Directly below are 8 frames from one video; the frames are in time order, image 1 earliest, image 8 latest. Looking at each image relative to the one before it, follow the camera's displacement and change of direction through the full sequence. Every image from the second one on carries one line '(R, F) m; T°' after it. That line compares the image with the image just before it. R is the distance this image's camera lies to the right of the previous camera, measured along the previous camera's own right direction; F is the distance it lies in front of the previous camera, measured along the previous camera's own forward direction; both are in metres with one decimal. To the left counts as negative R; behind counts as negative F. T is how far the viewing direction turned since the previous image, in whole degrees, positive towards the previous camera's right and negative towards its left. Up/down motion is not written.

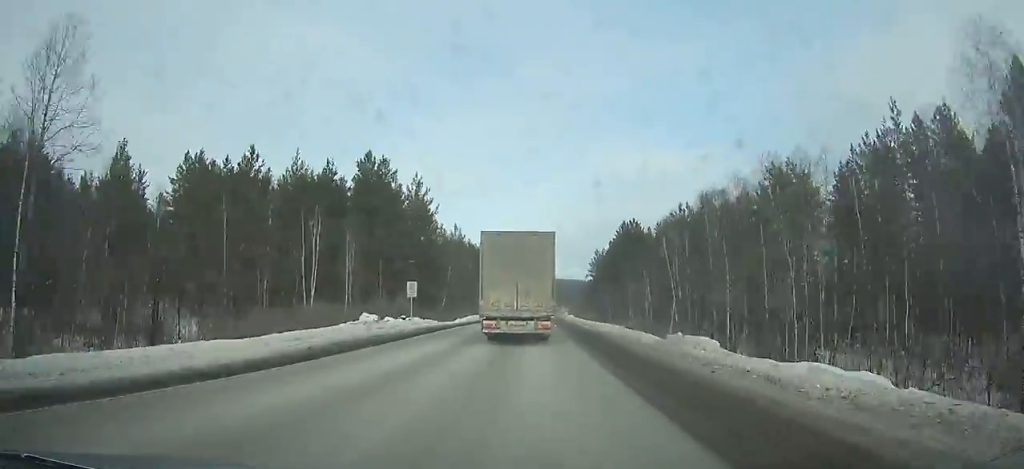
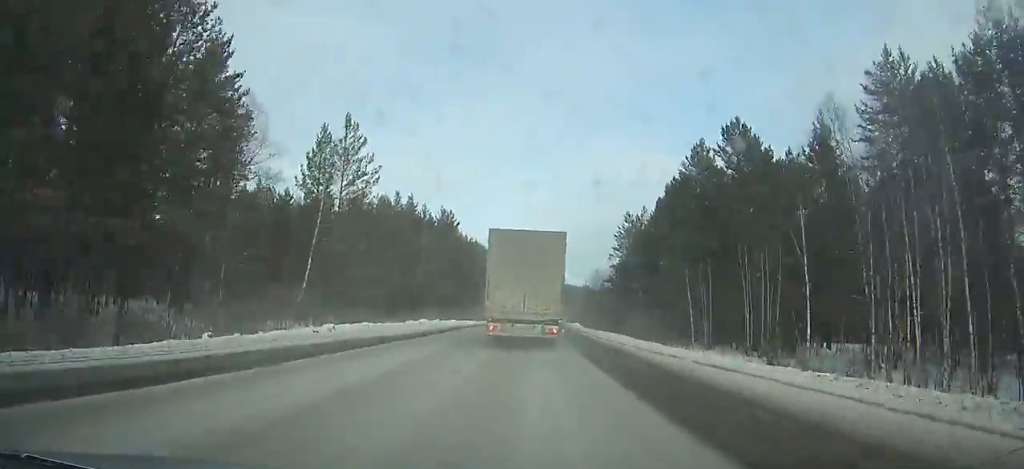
(+0.5, +60.7) m; +1°
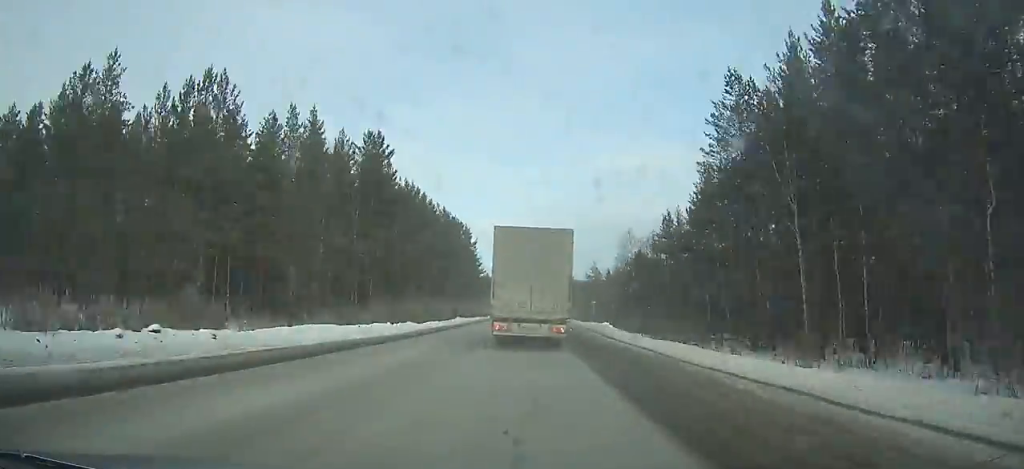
(+0.4, +51.1) m; +1°
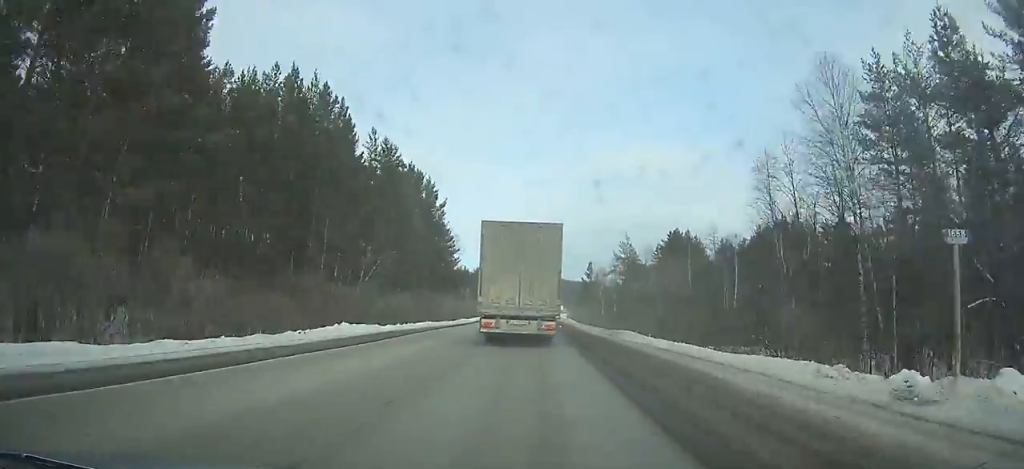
(+0.2, +54.1) m; 0°
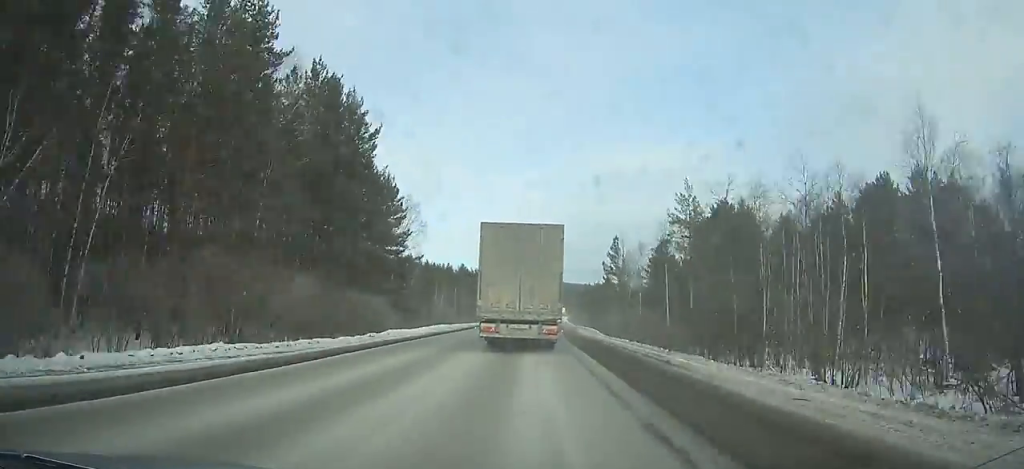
(+0.1, +41.0) m; 0°
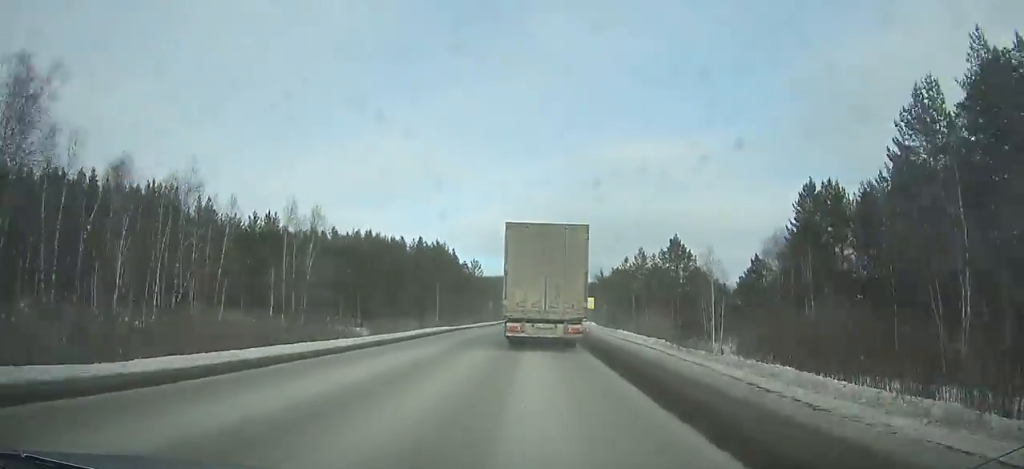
(+0.6, +87.1) m; +1°
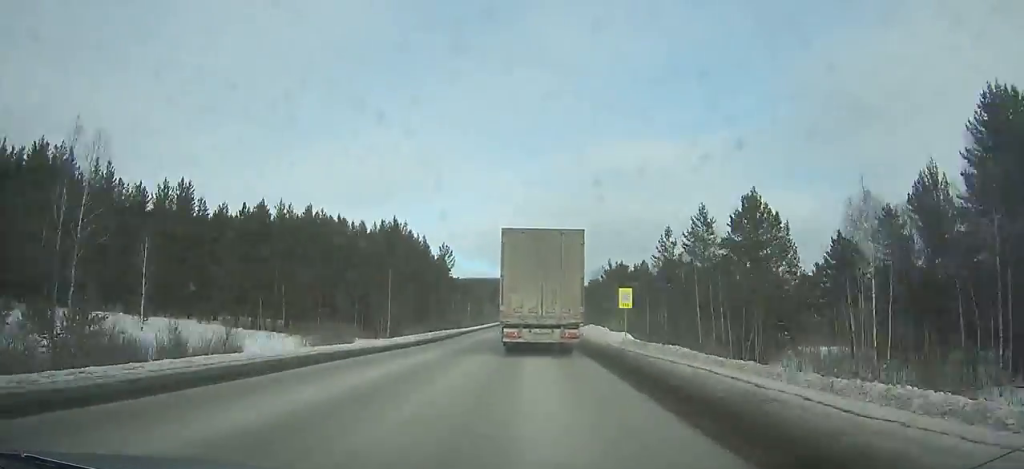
(+0.2, +32.3) m; +1°
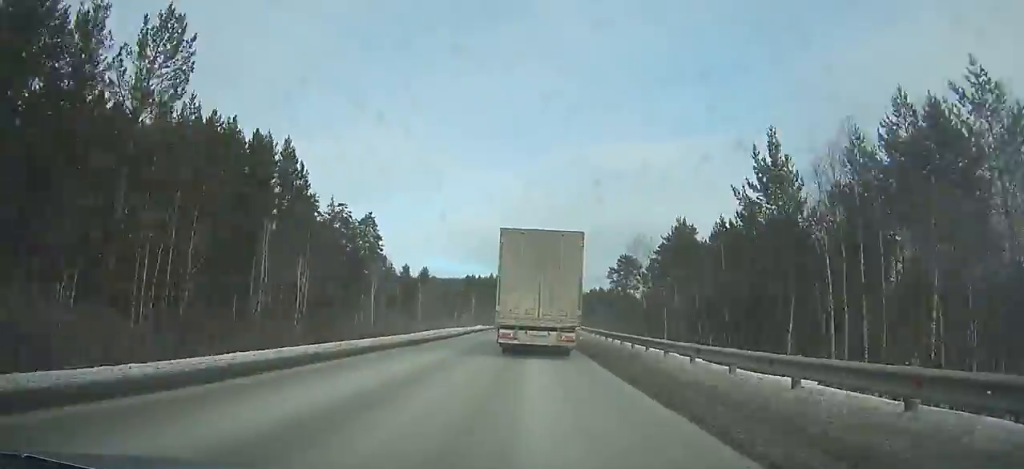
(+1.3, +81.0) m; +2°
